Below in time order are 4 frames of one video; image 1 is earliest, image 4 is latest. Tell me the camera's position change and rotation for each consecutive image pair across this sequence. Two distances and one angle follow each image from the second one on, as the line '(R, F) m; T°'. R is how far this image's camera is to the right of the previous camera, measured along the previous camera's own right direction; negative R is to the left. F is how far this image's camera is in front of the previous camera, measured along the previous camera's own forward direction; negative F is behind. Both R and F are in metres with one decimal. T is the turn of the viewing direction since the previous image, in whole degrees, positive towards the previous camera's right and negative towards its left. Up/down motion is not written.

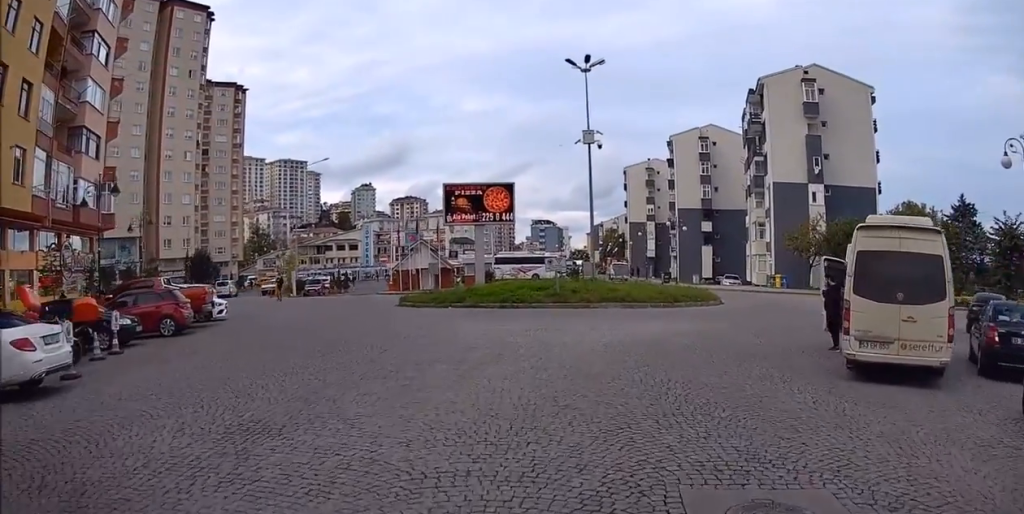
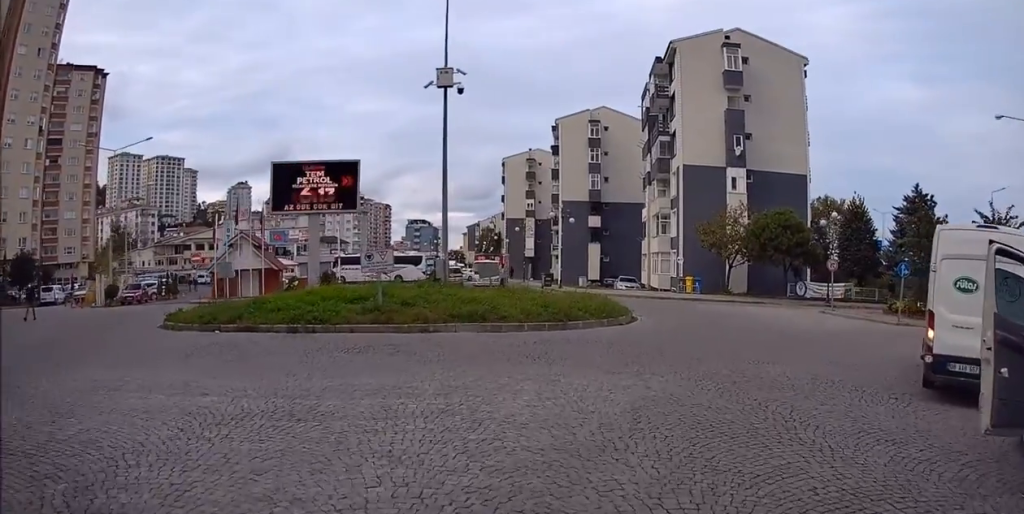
(+0.8, +10.6) m; +11°
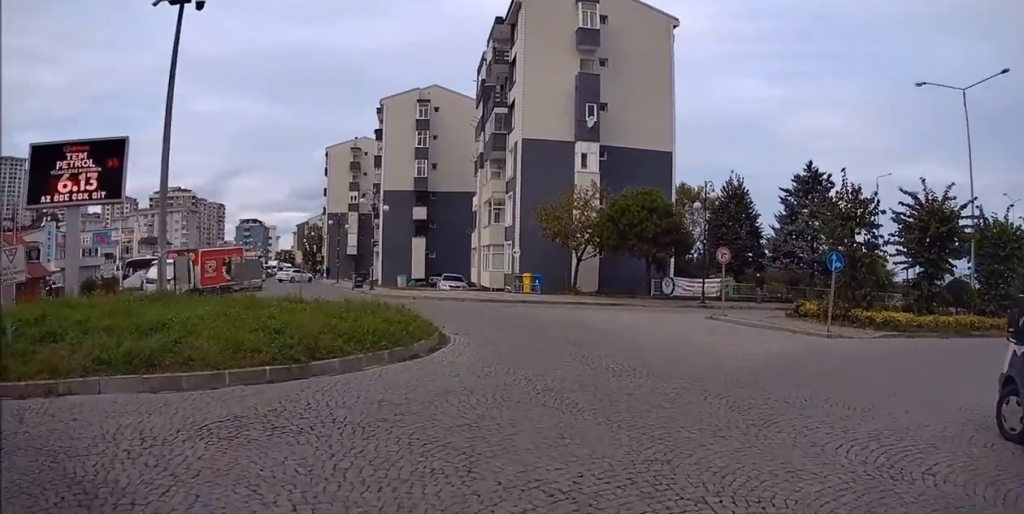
(+0.8, +8.0) m; +9°
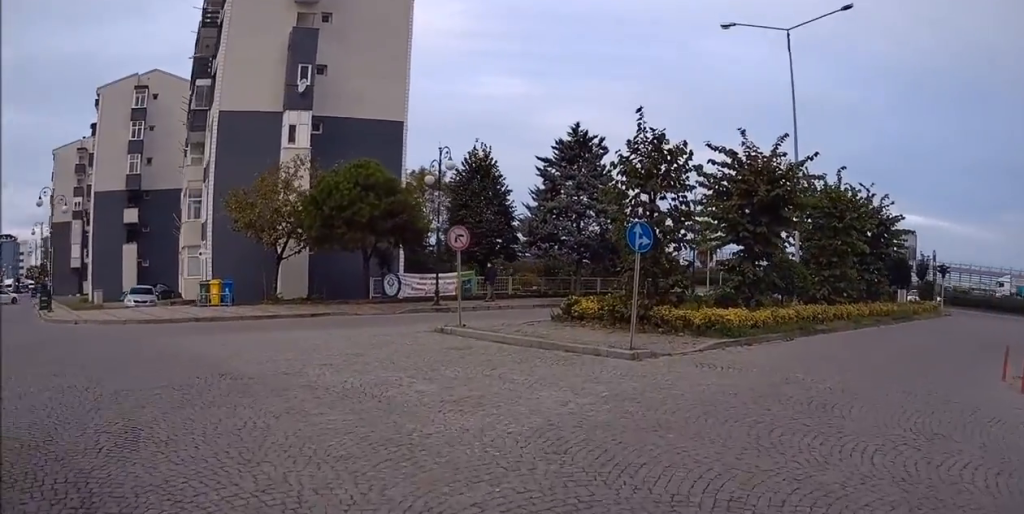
(+1.0, +7.2) m; +23°
